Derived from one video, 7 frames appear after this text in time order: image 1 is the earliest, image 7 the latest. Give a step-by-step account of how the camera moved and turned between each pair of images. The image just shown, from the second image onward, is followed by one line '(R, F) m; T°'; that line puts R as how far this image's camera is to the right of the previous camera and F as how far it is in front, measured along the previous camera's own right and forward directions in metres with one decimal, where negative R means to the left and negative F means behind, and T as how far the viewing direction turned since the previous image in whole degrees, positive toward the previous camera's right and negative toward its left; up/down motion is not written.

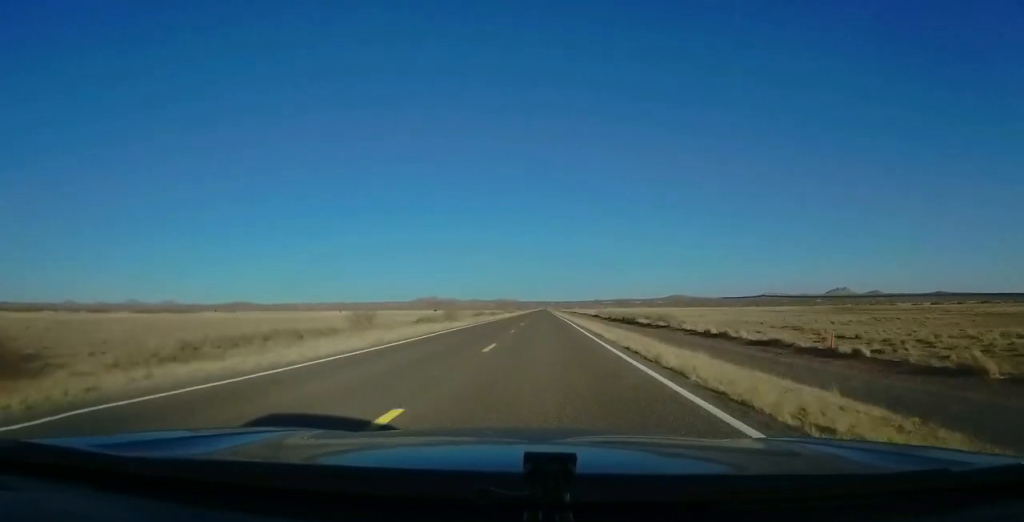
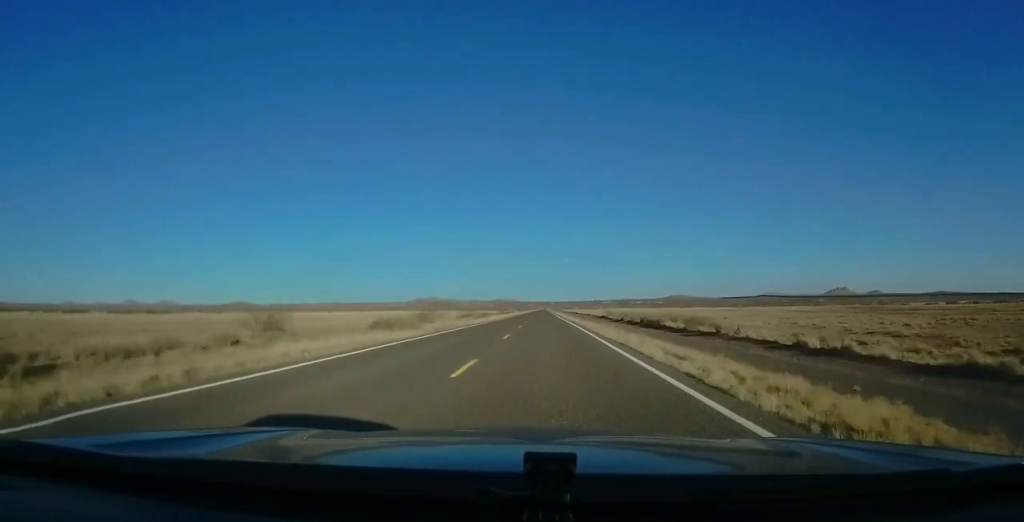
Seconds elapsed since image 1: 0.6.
(0.0, +18.0) m; 0°
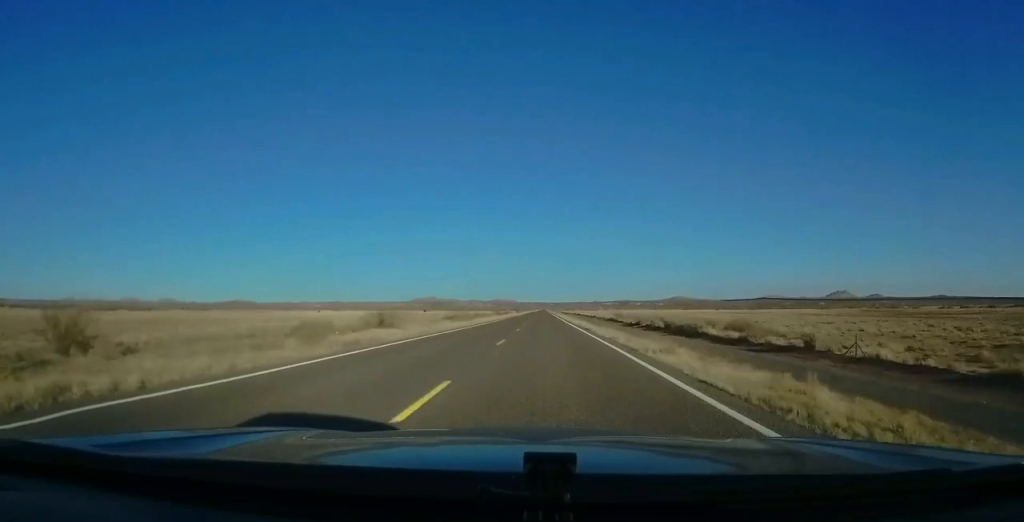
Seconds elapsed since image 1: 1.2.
(0.0, +16.1) m; 0°
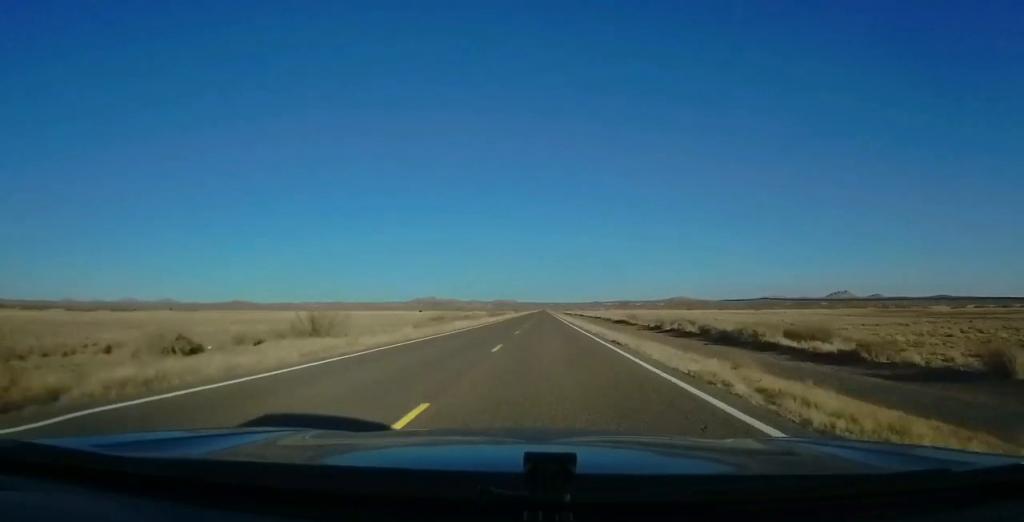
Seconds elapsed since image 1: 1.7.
(0.0, +14.2) m; 0°
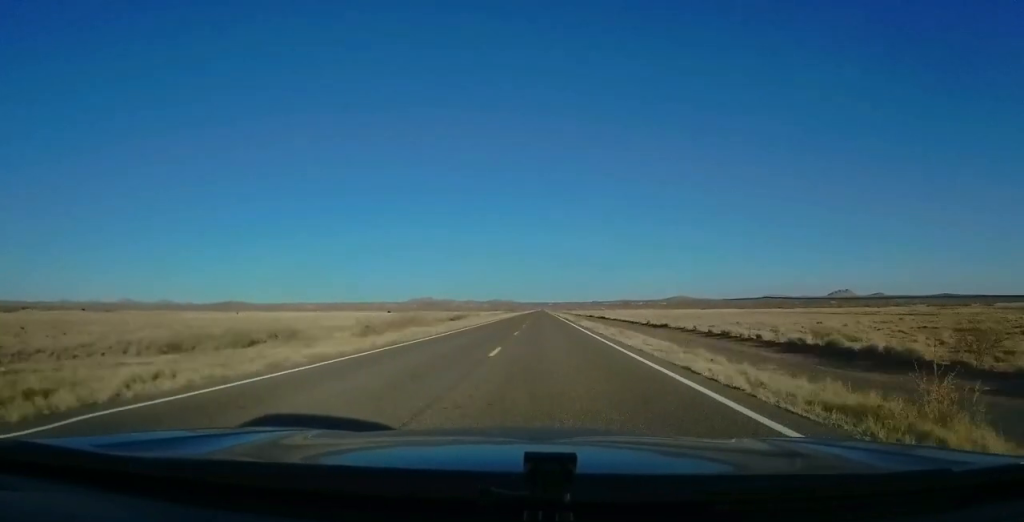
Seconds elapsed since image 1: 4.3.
(-0.2, +75.0) m; 0°
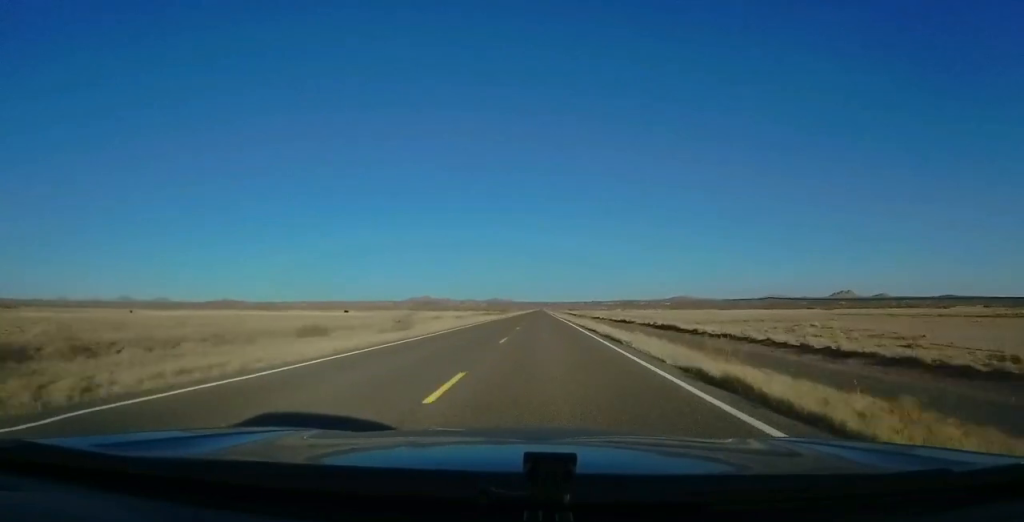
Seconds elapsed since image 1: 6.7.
(0.0, +68.3) m; 0°
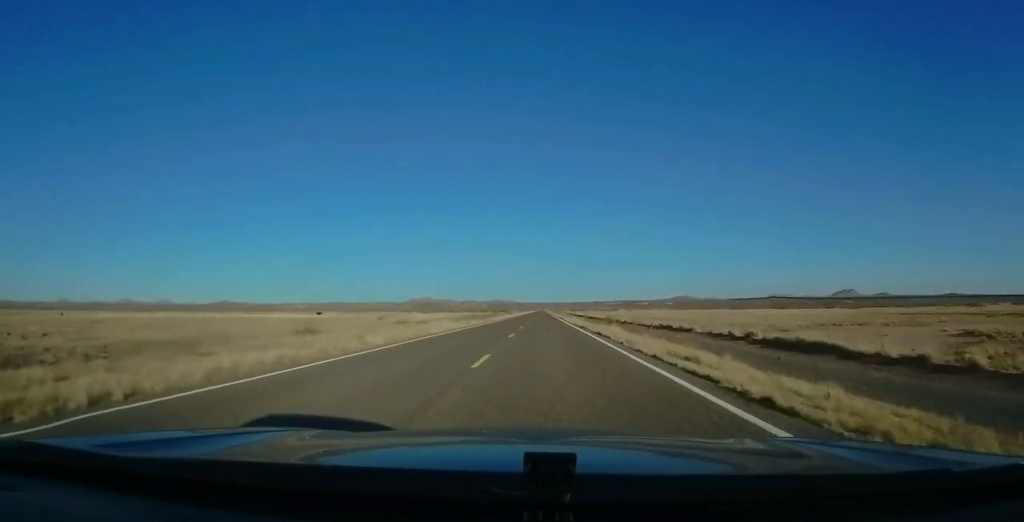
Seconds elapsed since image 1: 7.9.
(0.0, +32.3) m; +1°
